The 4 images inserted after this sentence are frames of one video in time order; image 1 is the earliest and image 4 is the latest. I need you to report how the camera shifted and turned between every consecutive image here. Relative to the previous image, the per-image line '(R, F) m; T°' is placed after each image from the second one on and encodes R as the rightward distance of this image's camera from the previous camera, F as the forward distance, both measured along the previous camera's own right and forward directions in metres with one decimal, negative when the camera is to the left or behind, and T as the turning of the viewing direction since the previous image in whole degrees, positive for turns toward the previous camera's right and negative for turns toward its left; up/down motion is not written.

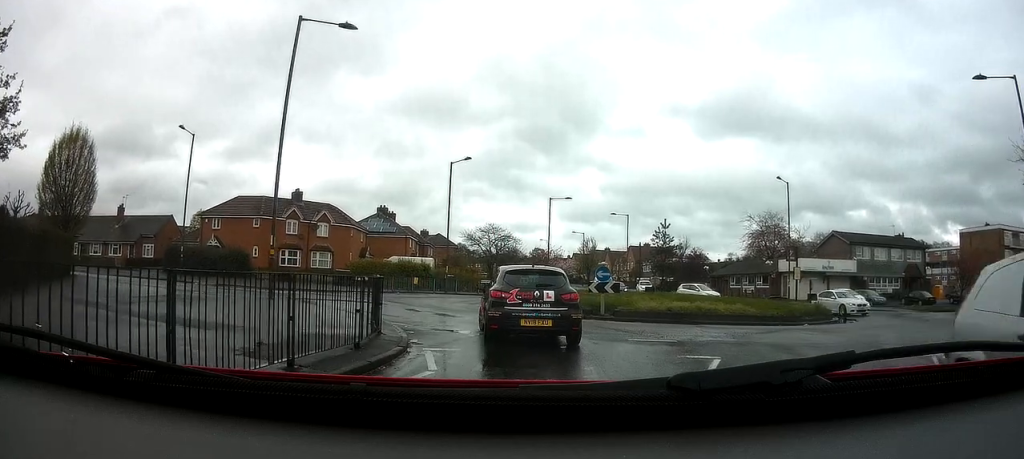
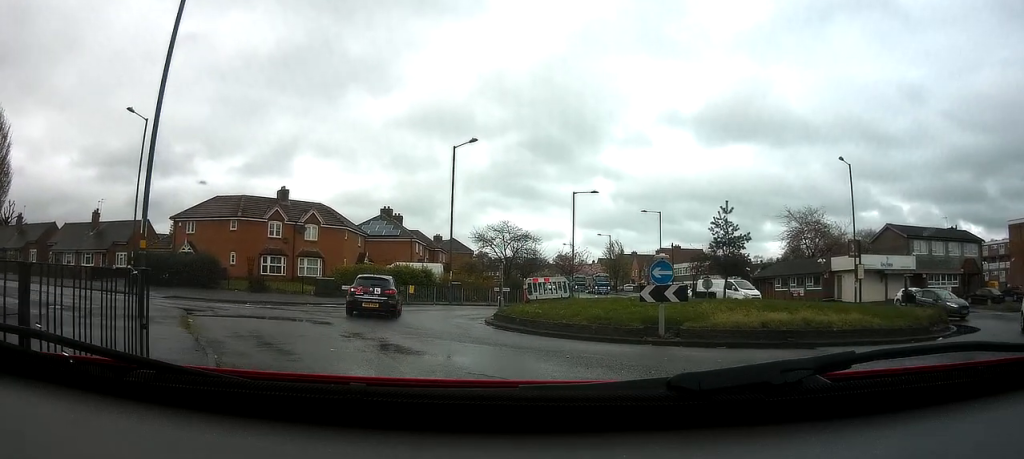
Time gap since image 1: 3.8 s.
(-0.3, +7.5) m; +1°
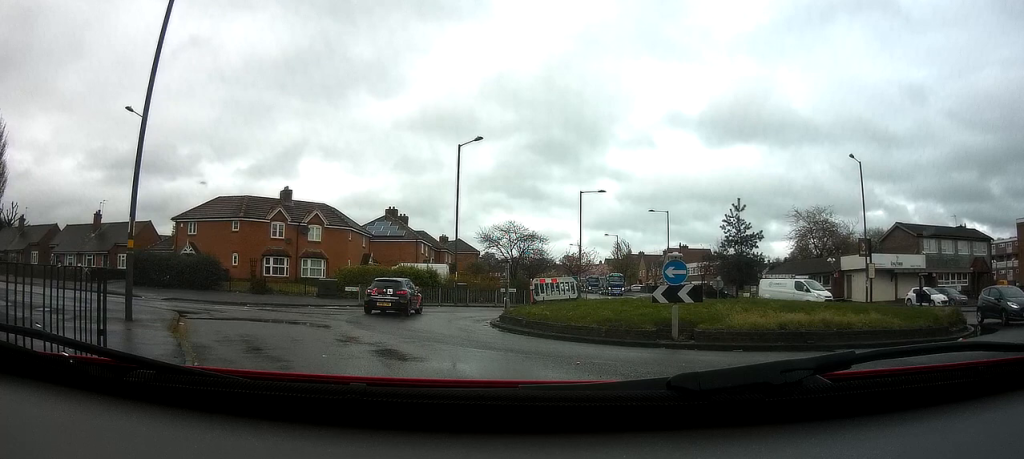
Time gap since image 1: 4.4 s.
(+0.1, +0.6) m; 0°
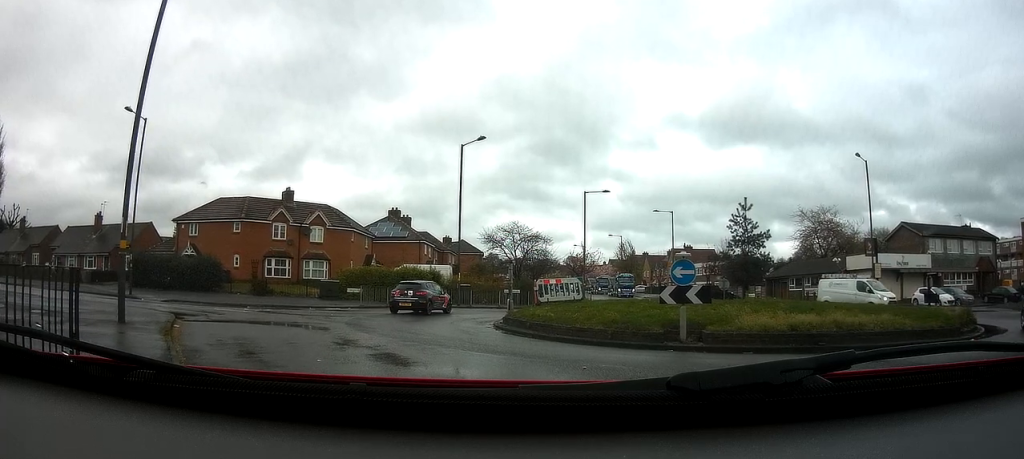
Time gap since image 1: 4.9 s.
(+0.1, +0.2) m; 0°
